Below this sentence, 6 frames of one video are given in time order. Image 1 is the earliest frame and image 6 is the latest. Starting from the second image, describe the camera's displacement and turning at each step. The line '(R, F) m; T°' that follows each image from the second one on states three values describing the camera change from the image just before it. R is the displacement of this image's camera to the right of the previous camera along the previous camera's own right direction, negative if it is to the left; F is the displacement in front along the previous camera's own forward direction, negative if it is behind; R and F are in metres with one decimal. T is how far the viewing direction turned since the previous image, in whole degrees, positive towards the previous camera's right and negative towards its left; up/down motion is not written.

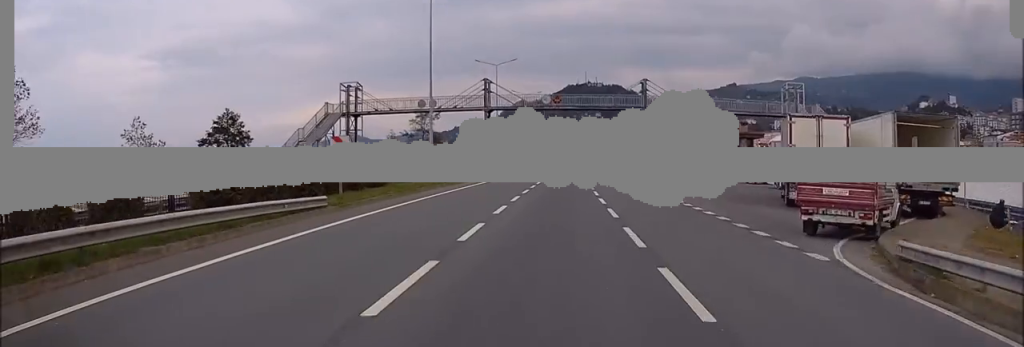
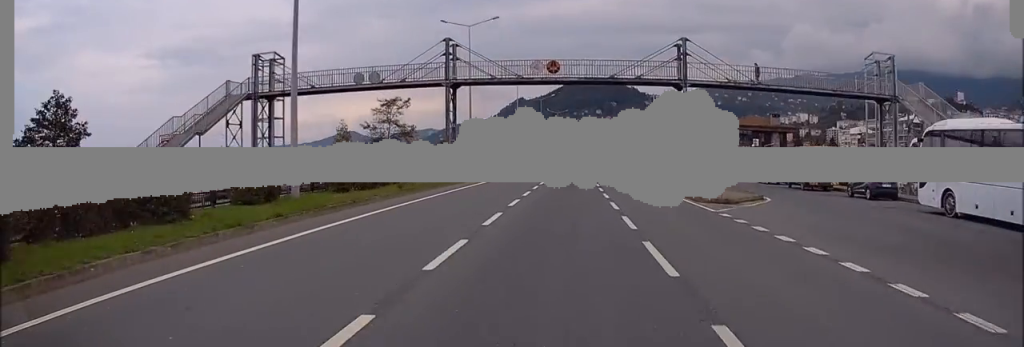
(0.0, +22.0) m; 0°
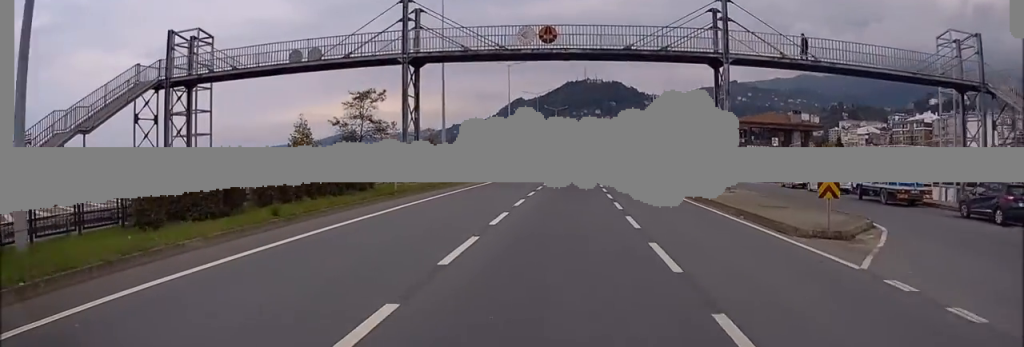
(0.0, +11.6) m; 0°
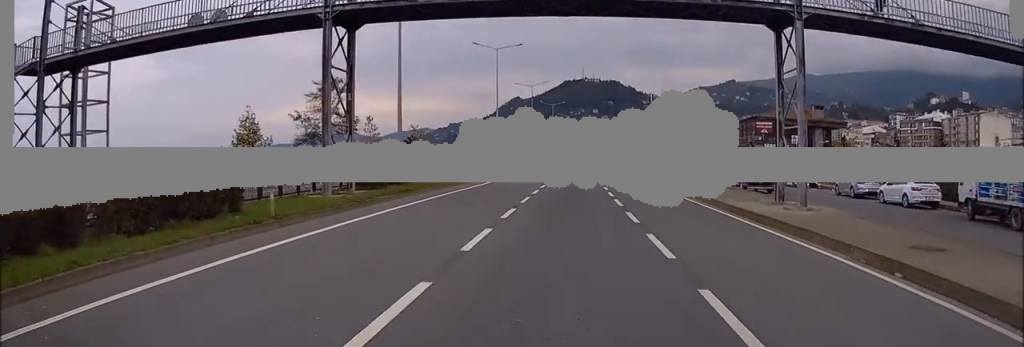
(0.0, +11.0) m; 0°
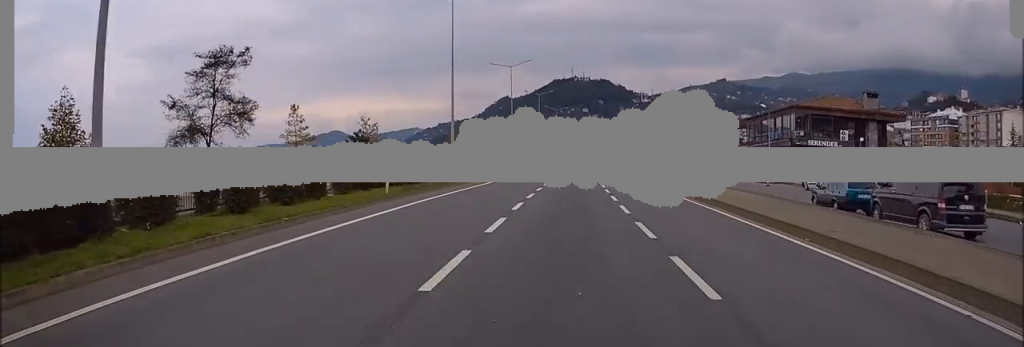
(-0.2, +21.9) m; +1°
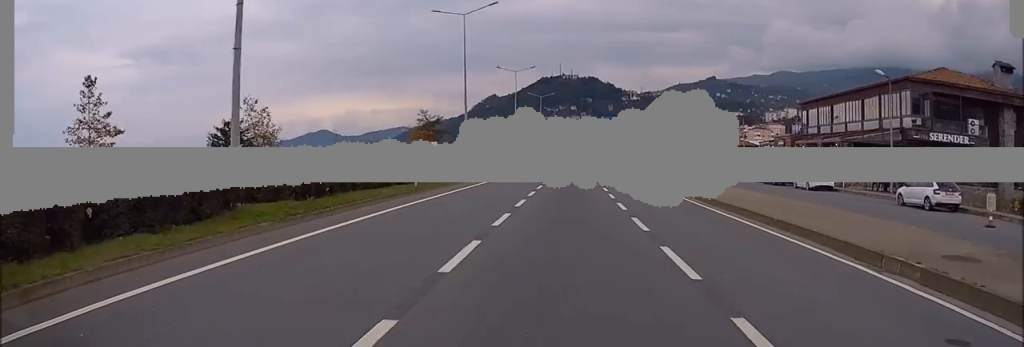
(+0.7, +29.1) m; +2°
